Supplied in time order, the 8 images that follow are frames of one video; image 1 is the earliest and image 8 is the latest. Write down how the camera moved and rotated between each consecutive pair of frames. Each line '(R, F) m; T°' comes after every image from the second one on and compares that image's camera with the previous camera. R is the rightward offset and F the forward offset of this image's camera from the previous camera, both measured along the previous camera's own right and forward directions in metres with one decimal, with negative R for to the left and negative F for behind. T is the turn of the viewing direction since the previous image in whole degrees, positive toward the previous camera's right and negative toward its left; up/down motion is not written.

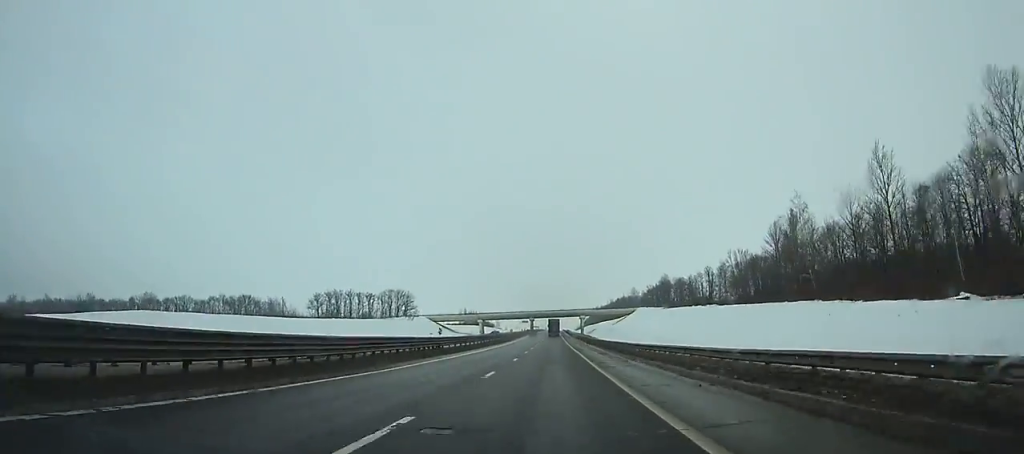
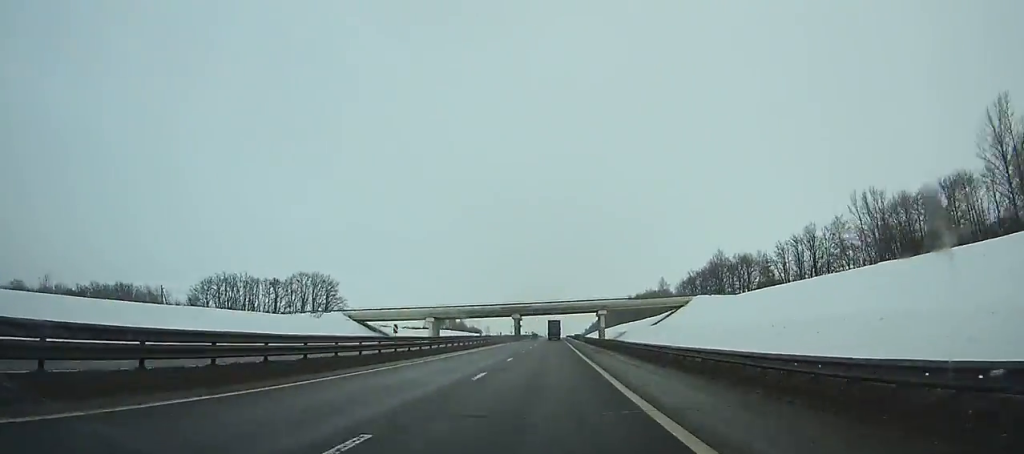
(-0.1, +85.2) m; 0°
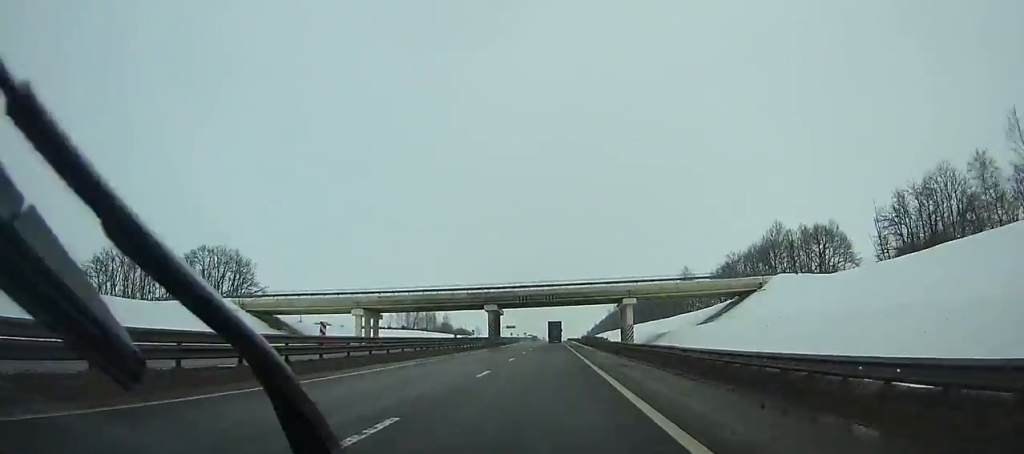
(0.0, +44.9) m; 0°
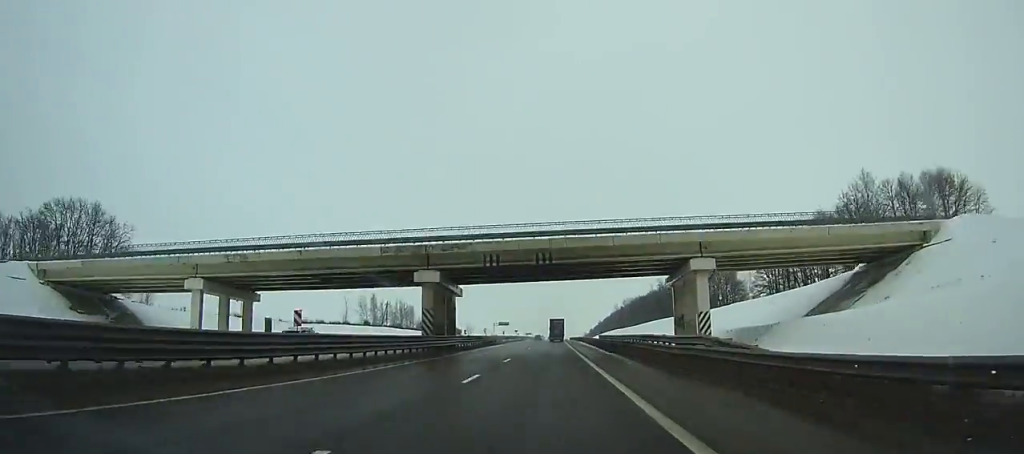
(0.0, +38.8) m; 0°
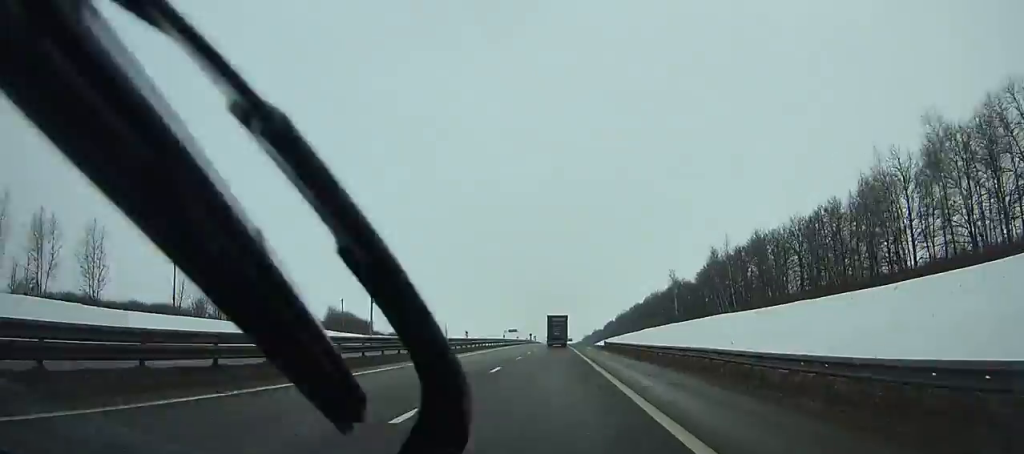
(+0.1, +149.1) m; 0°
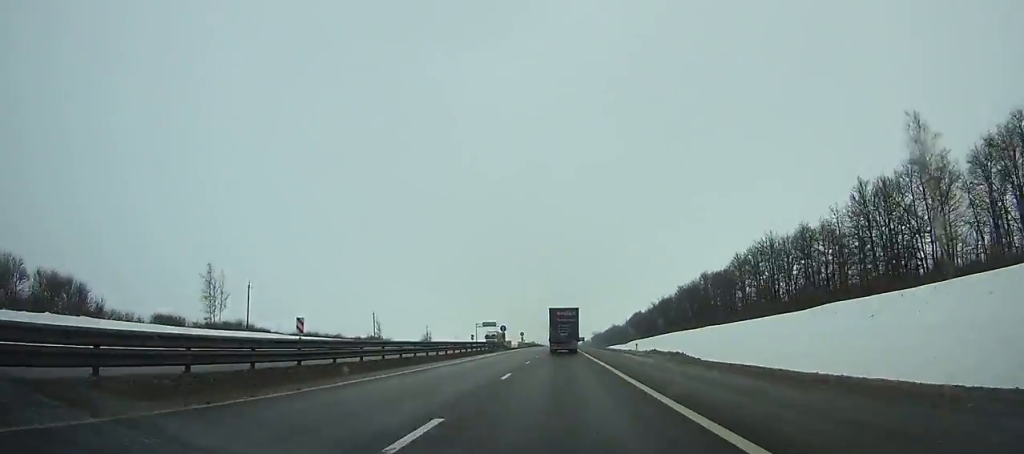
(-0.2, +111.7) m; 0°
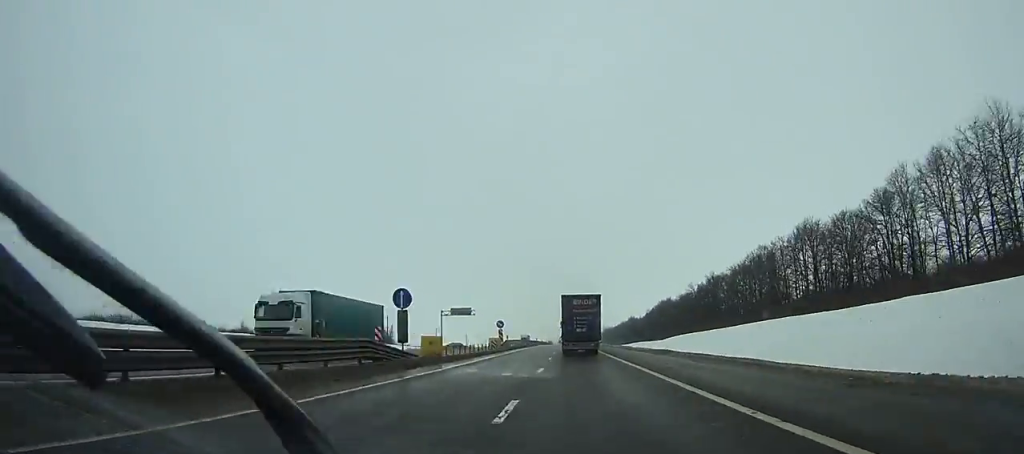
(-0.2, +58.9) m; 0°
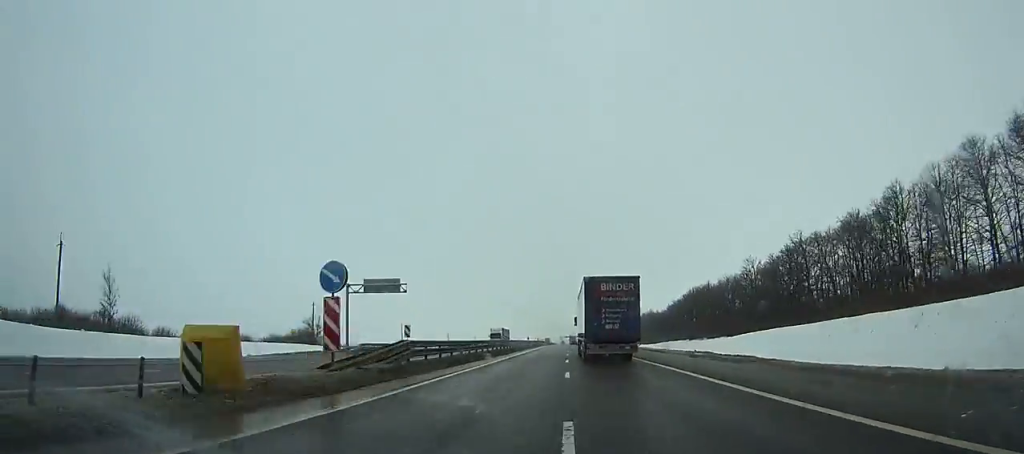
(-0.2, +51.3) m; 0°
